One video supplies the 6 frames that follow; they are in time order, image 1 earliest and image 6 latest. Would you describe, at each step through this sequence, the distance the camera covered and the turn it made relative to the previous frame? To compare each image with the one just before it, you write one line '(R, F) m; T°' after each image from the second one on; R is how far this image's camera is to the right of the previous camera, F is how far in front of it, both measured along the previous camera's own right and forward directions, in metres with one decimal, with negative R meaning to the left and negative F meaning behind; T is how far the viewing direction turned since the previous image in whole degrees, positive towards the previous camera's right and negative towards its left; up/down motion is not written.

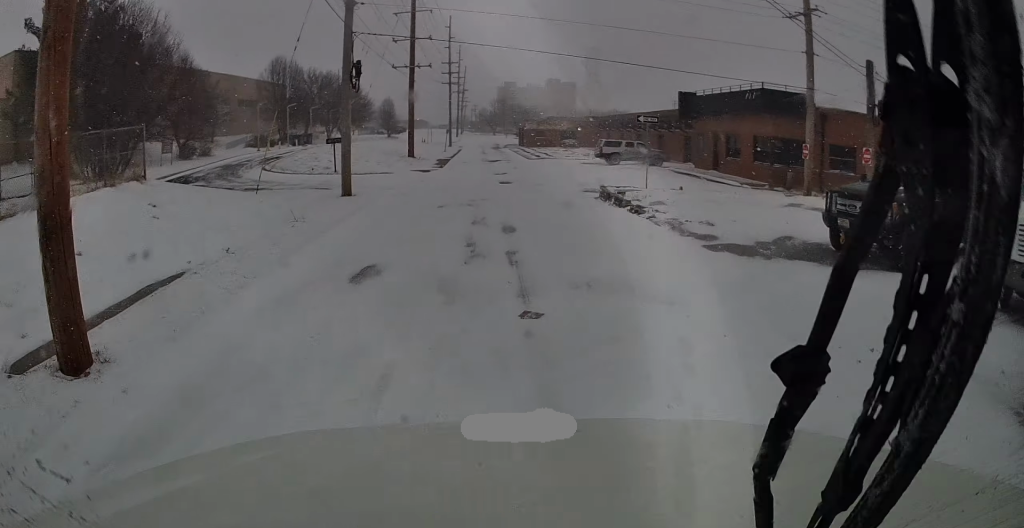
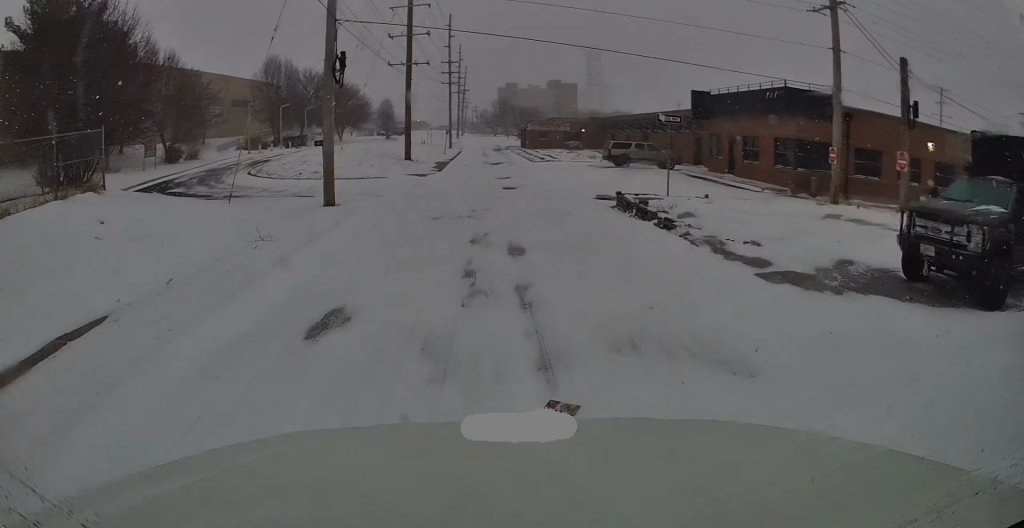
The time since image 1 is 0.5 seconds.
(+0.1, +2.6) m; +1°
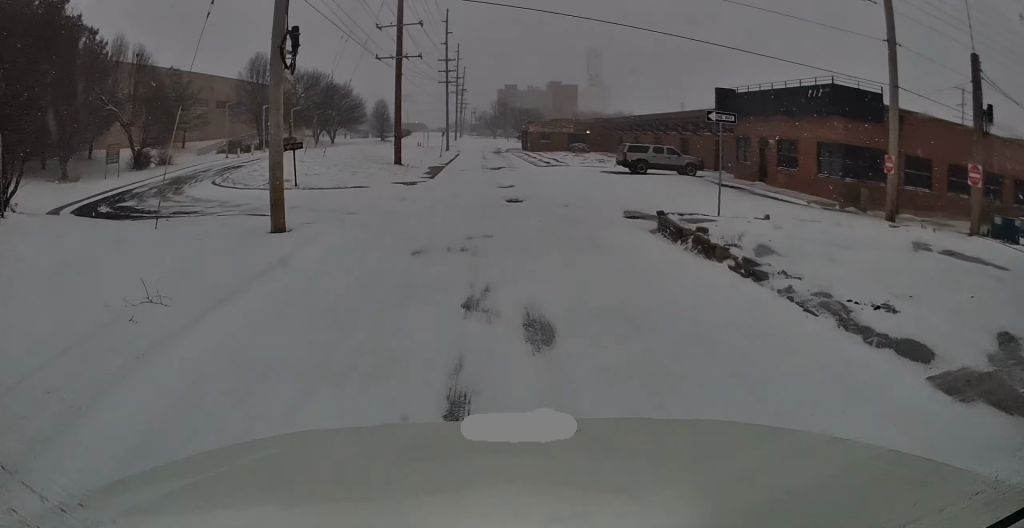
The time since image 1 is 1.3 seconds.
(+0.1, +4.8) m; +1°
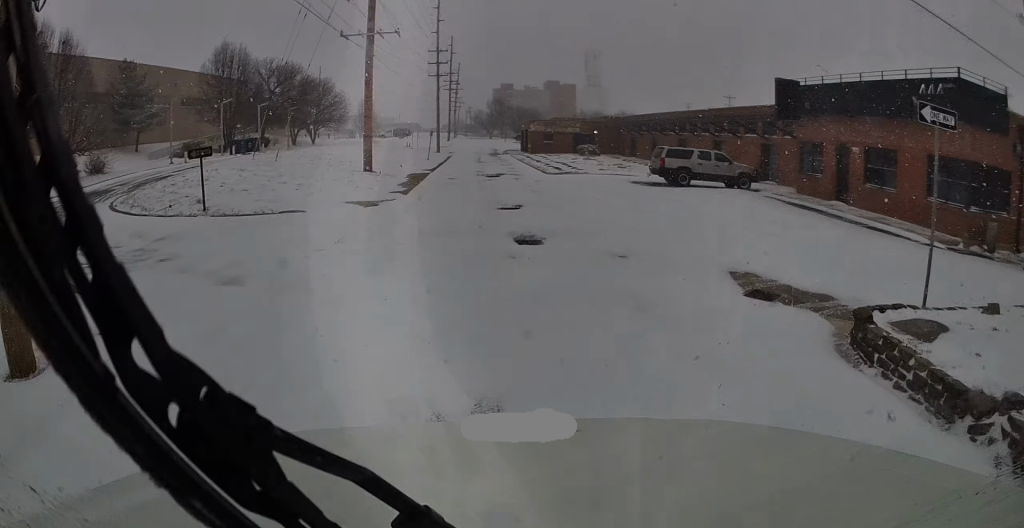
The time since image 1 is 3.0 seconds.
(0.0, +9.1) m; 0°
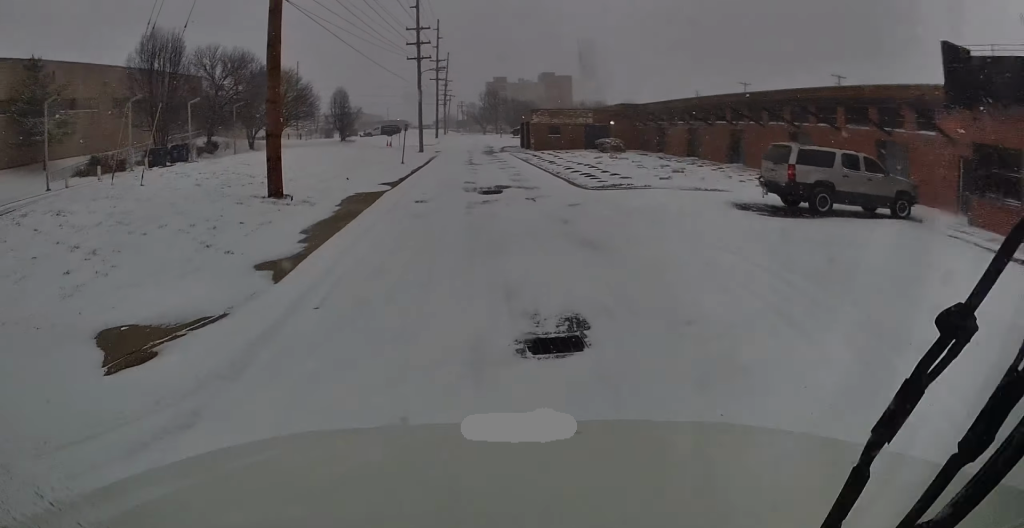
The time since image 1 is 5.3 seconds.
(0.0, +12.0) m; 0°
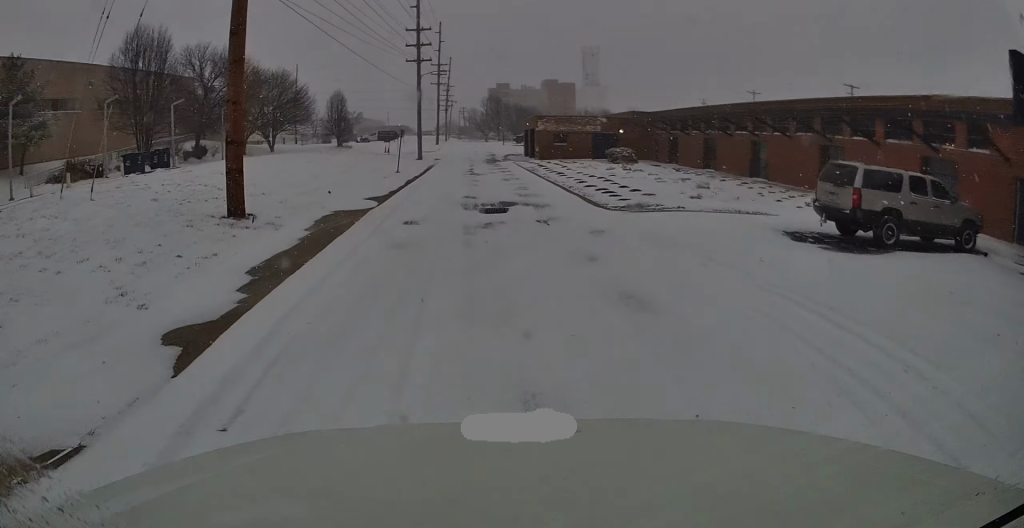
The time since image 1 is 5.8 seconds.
(0.0, +2.6) m; 0°
